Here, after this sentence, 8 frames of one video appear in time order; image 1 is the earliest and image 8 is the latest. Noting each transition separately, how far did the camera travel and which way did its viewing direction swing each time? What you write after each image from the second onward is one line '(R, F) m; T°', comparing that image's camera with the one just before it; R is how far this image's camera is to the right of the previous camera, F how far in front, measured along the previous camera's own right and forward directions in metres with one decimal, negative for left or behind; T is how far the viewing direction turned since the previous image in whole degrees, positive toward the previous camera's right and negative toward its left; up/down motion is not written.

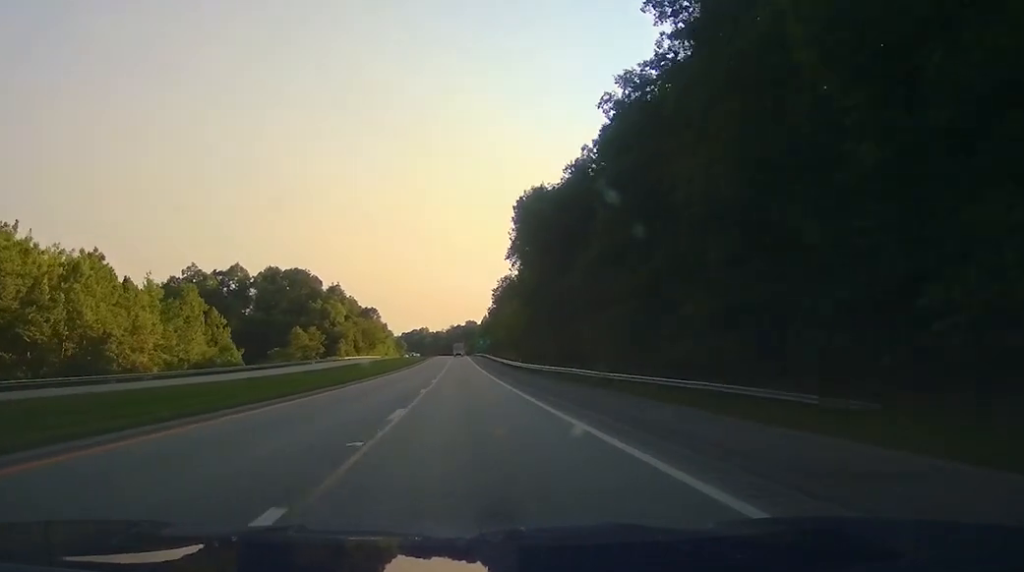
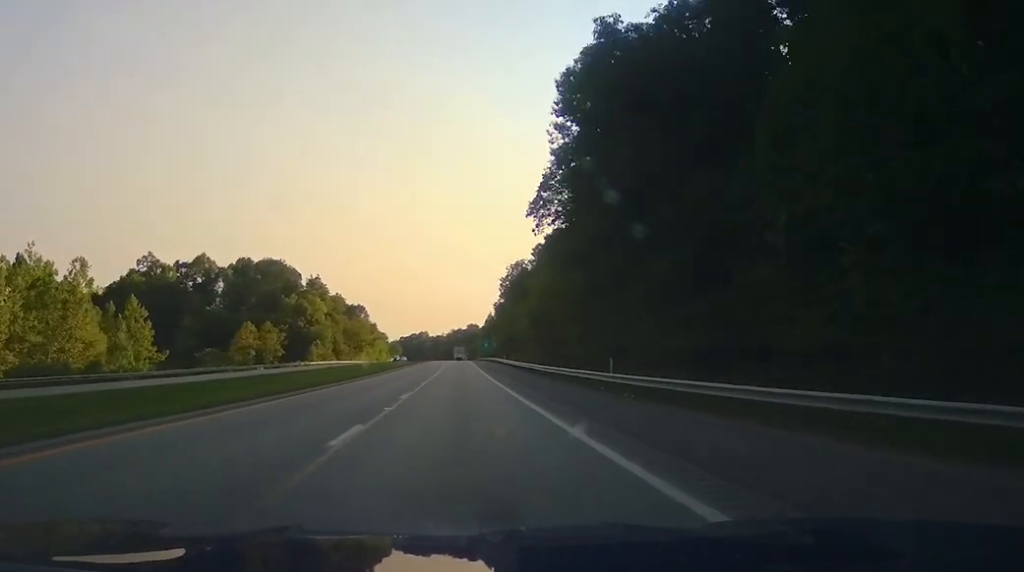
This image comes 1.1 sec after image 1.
(-0.7, +41.8) m; -2°
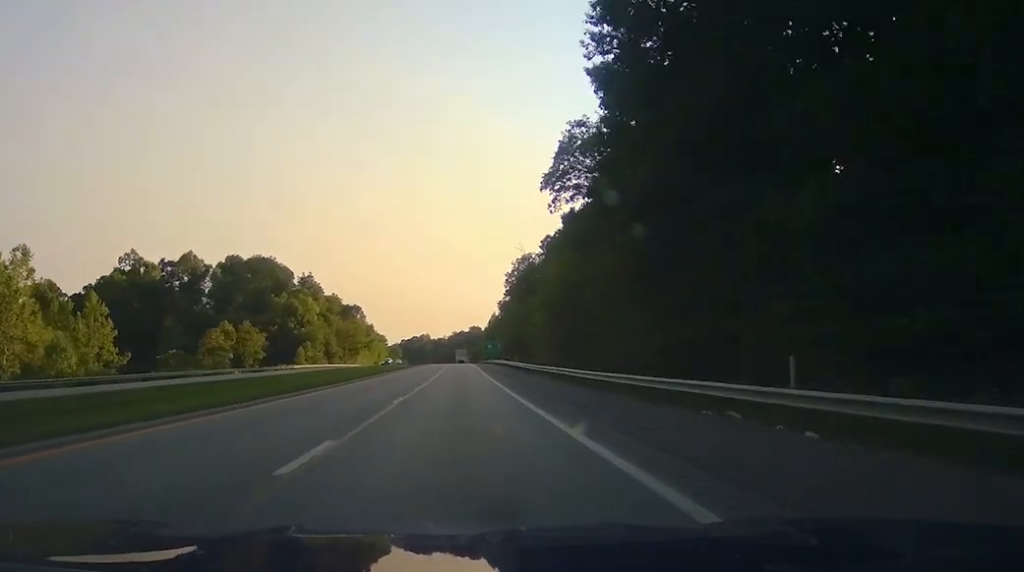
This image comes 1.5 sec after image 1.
(-0.2, +14.7) m; 0°
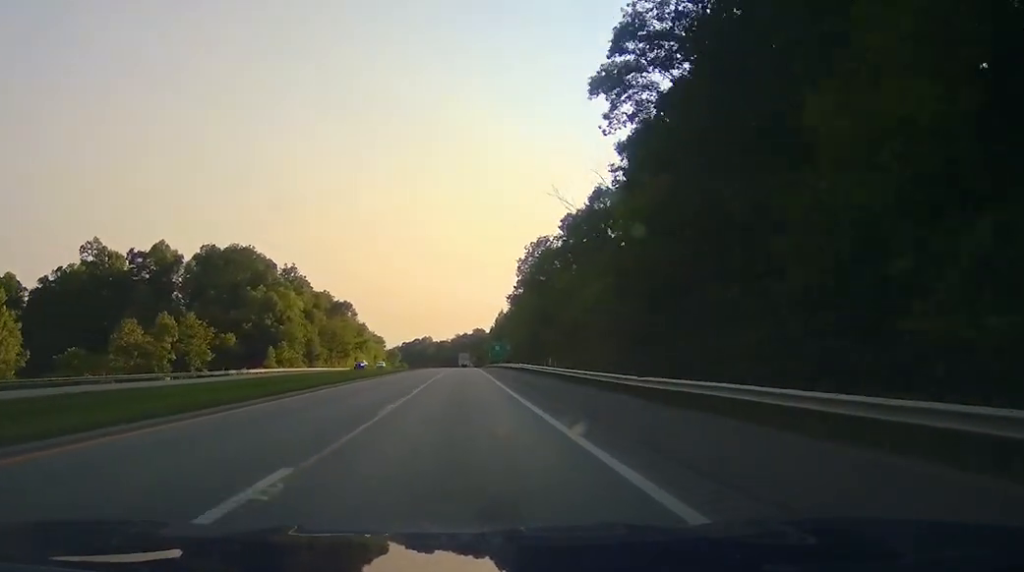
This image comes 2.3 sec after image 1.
(-0.2, +26.9) m; 0°
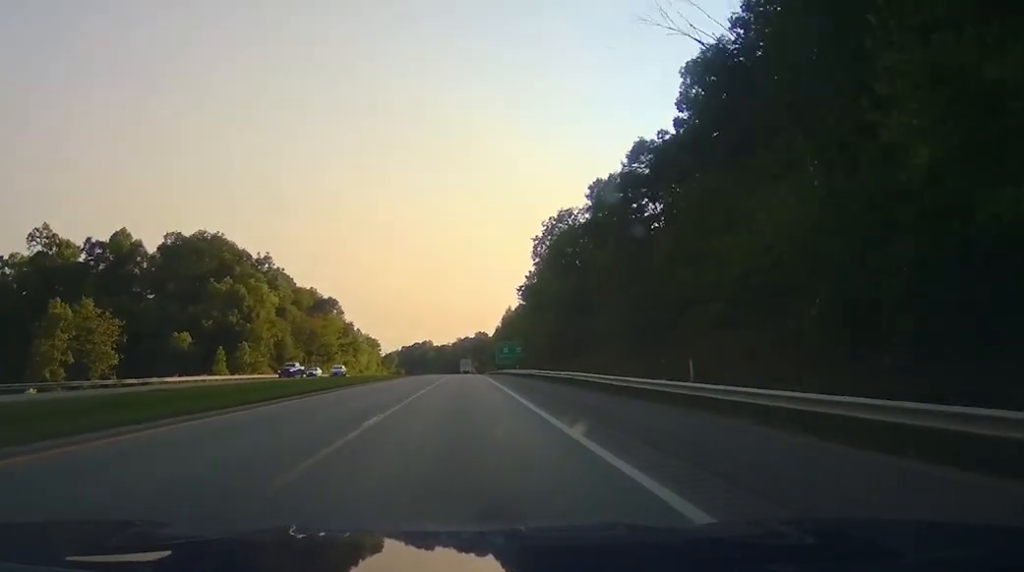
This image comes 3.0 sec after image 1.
(+0.1, +28.0) m; 0°
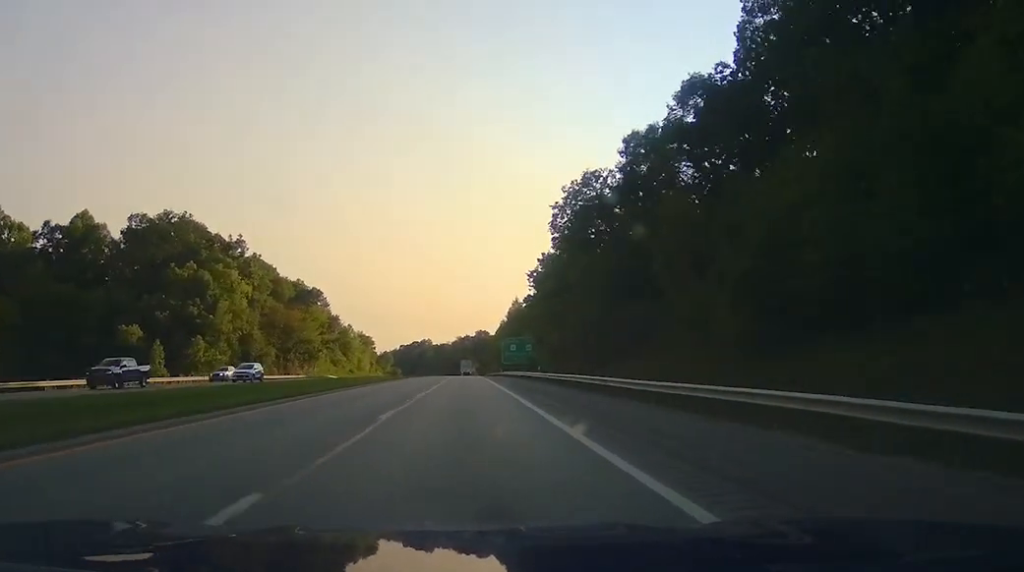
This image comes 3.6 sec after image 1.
(0.0, +21.9) m; 0°
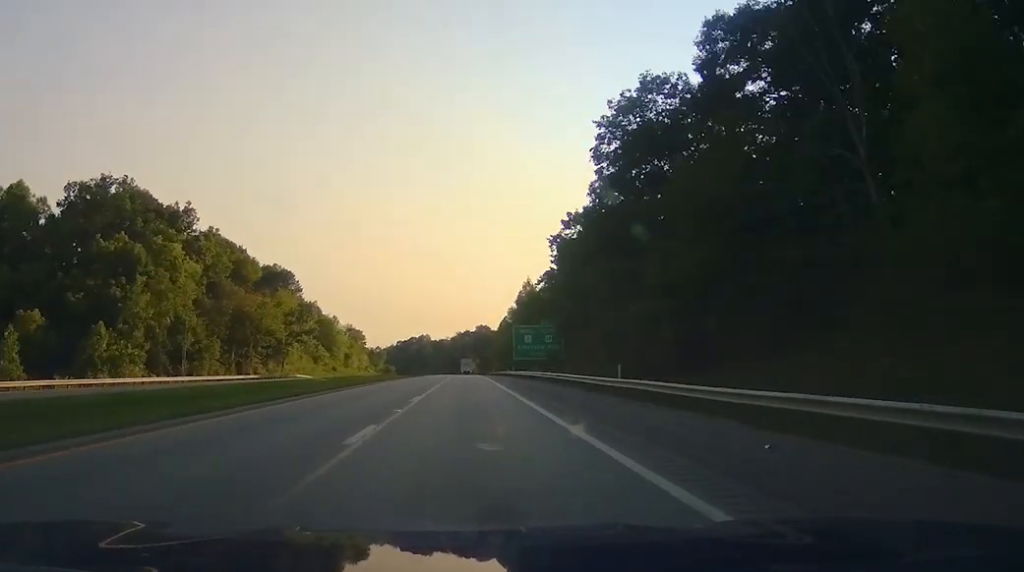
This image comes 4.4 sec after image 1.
(0.0, +29.0) m; 0°
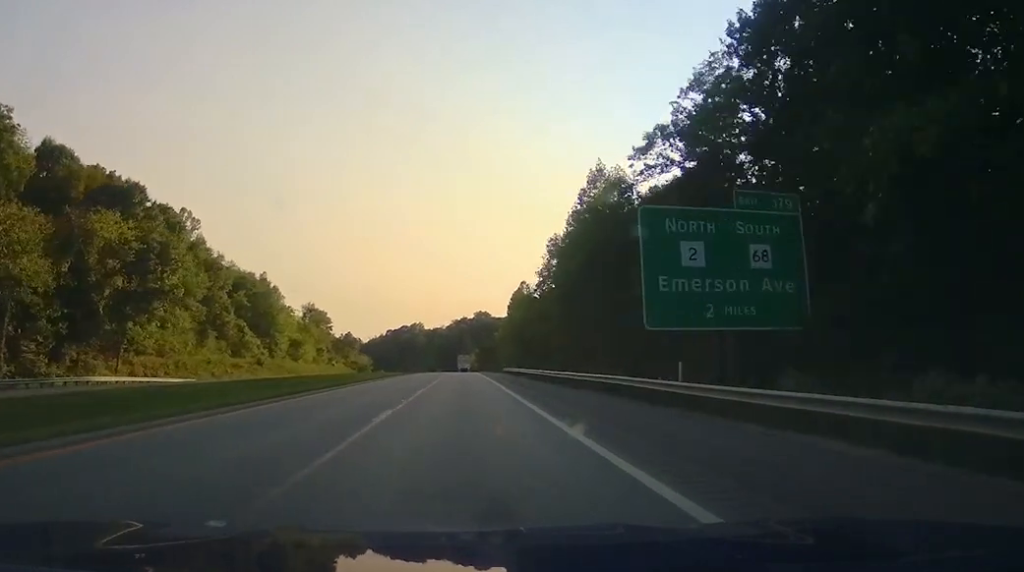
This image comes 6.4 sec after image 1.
(-0.1, +68.5) m; 0°
